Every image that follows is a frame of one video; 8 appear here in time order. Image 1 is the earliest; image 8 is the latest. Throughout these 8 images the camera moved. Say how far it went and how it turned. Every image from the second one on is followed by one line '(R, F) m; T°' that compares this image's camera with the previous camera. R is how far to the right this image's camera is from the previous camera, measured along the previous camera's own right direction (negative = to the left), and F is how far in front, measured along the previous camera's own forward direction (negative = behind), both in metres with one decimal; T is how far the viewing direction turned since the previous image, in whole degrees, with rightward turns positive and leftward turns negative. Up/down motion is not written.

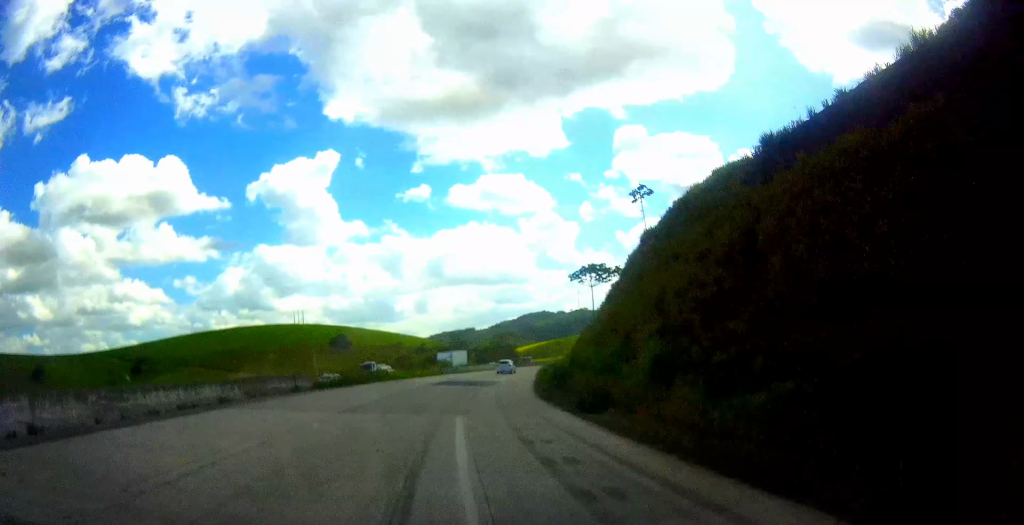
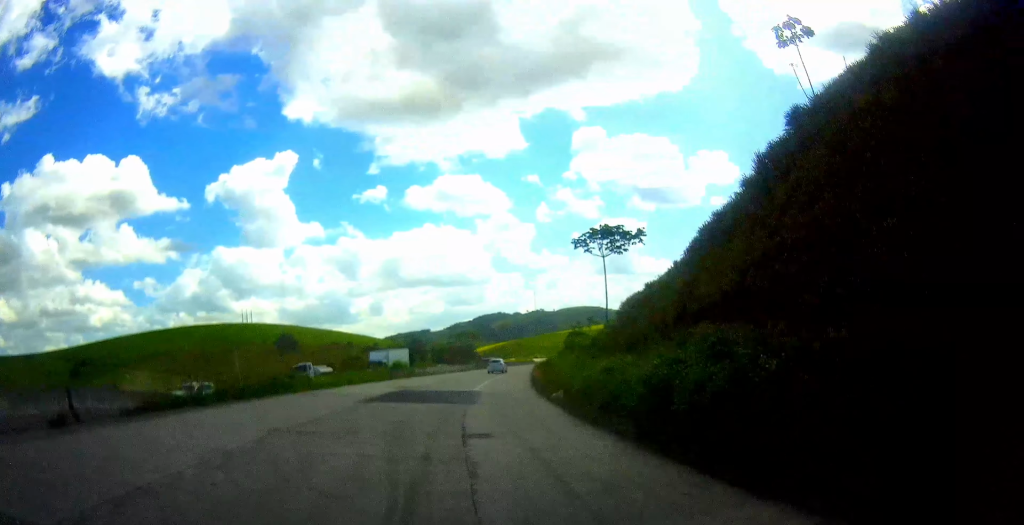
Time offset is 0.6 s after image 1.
(+1.3, +16.1) m; +7°
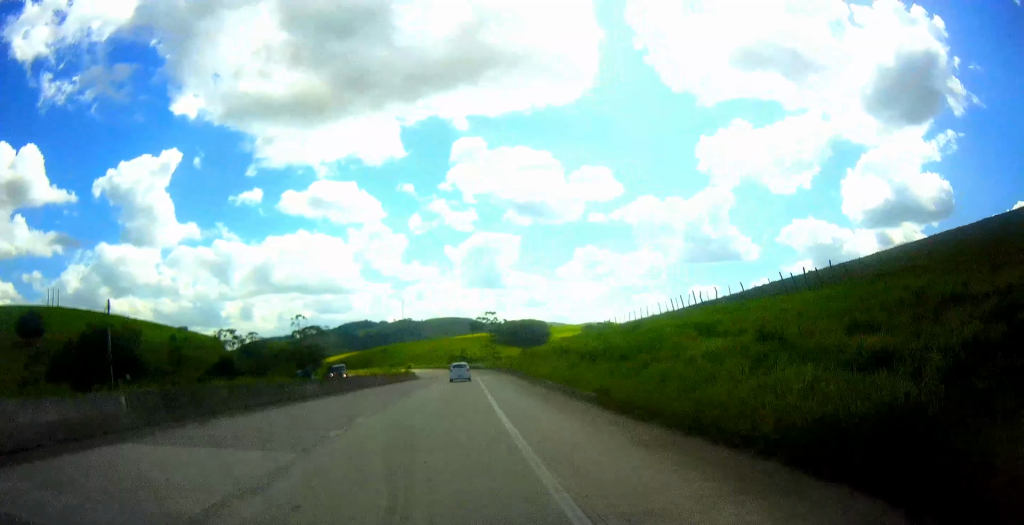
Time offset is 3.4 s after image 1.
(+11.2, +72.0) m; +13°
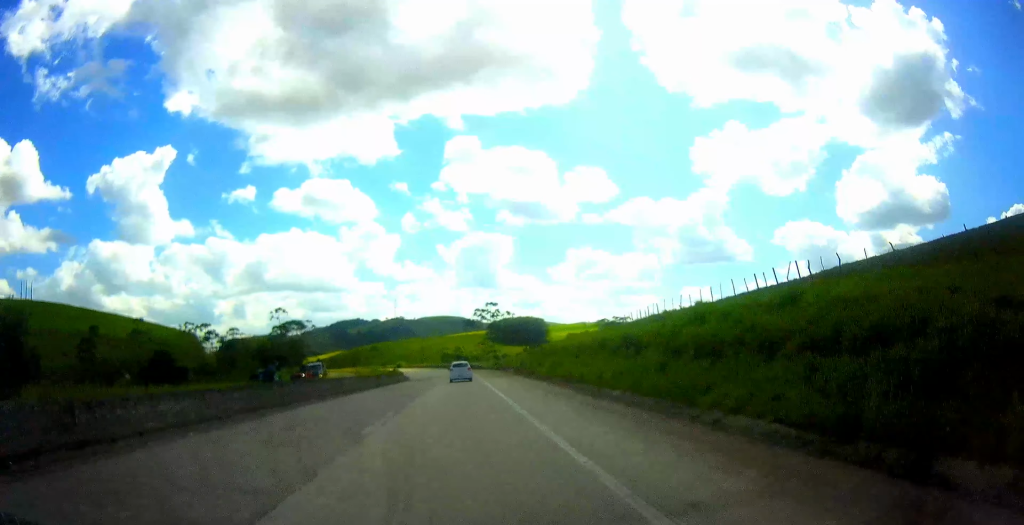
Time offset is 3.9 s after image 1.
(+0.3, +14.4) m; +2°
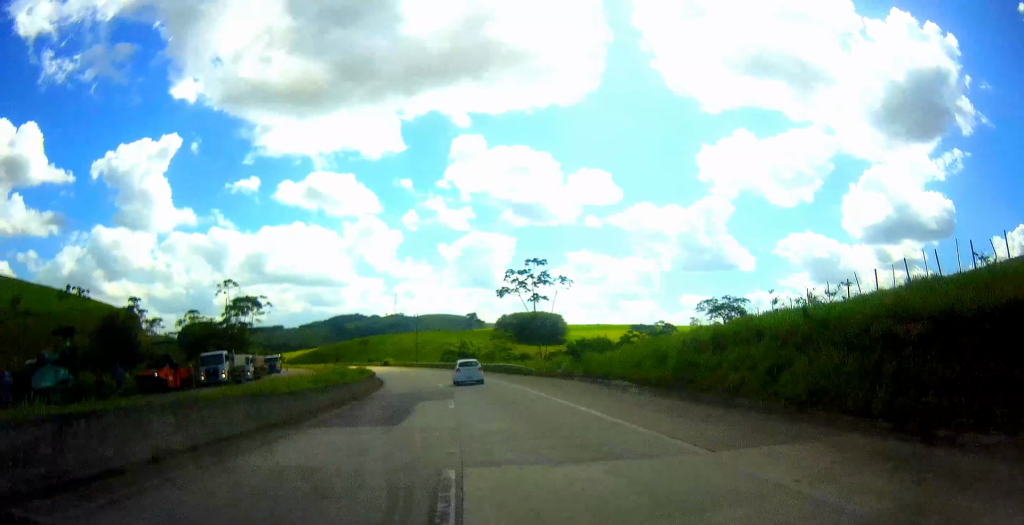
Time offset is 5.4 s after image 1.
(+1.6, +39.2) m; +4°
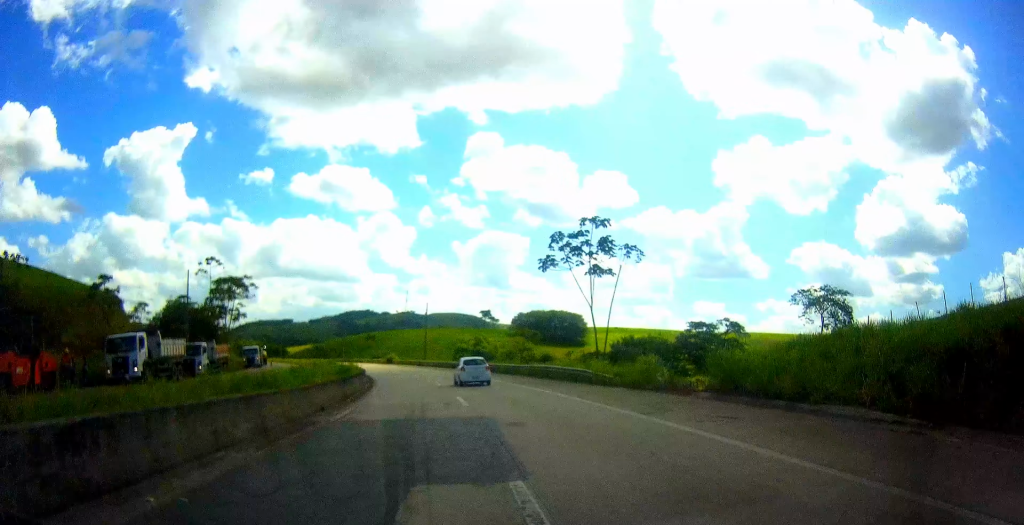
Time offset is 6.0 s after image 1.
(+0.1, +15.8) m; 0°
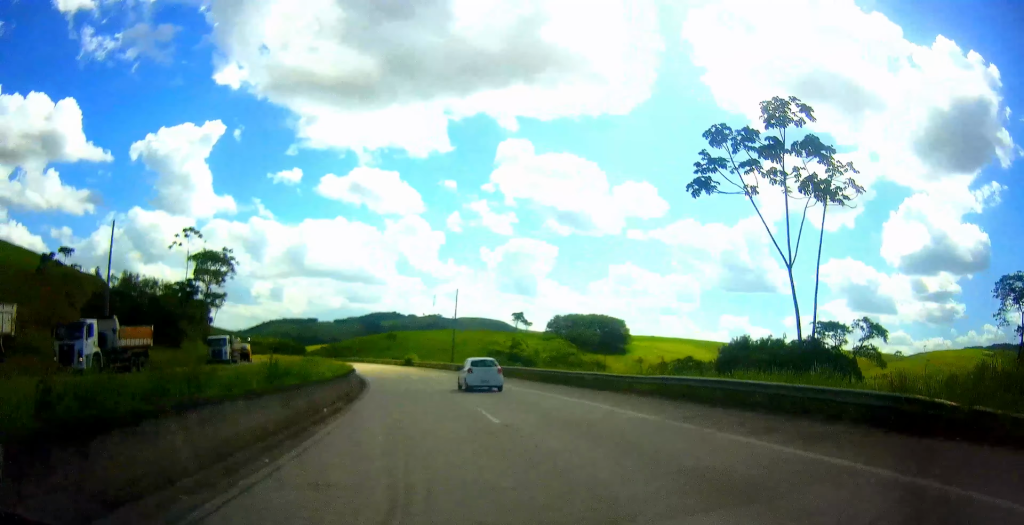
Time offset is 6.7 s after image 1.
(-0.1, +20.4) m; -1°
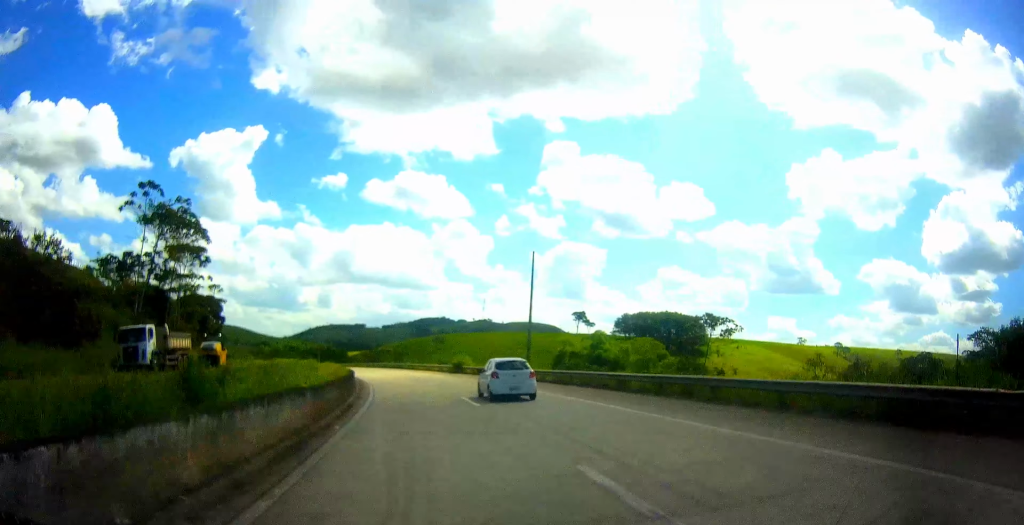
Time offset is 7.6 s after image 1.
(-0.3, +25.1) m; -2°
